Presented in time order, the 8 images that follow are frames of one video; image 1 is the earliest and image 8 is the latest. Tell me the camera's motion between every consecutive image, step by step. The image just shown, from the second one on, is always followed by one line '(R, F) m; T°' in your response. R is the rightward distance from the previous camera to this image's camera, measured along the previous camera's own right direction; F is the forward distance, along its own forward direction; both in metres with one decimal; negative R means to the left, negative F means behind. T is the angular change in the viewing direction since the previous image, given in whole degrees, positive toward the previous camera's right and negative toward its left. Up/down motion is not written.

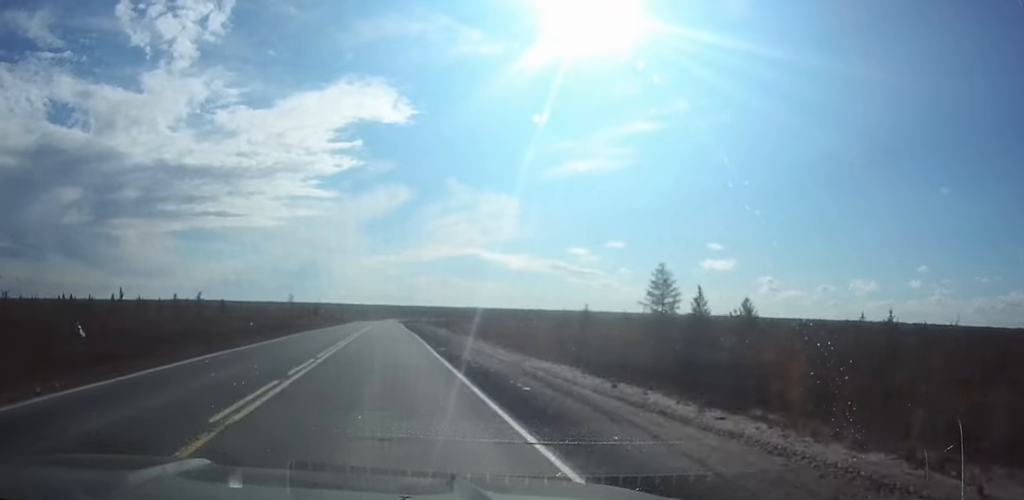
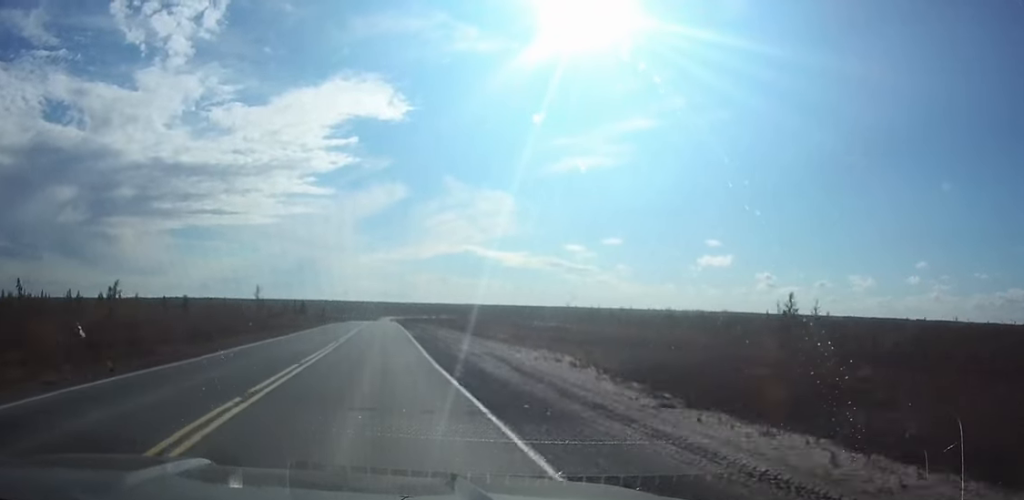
(+0.1, +45.3) m; 0°
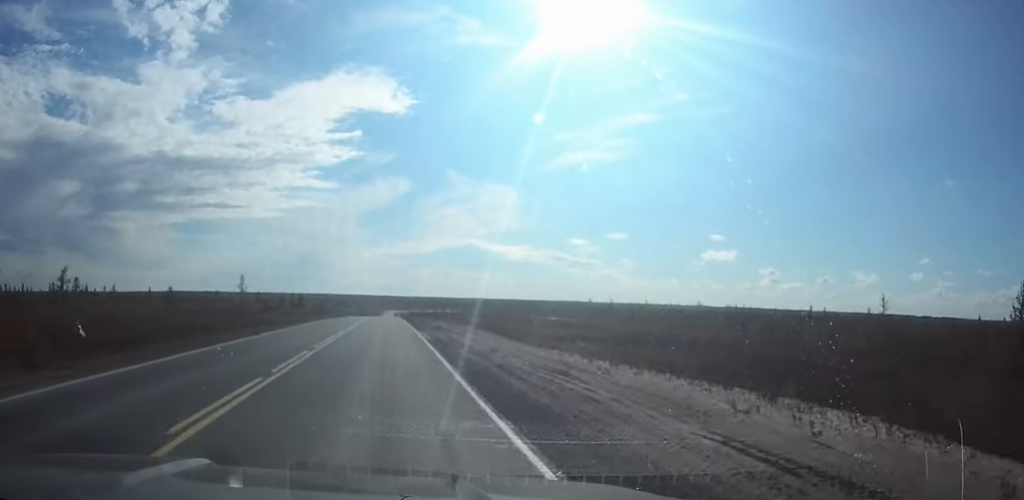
(0.0, +18.6) m; 0°
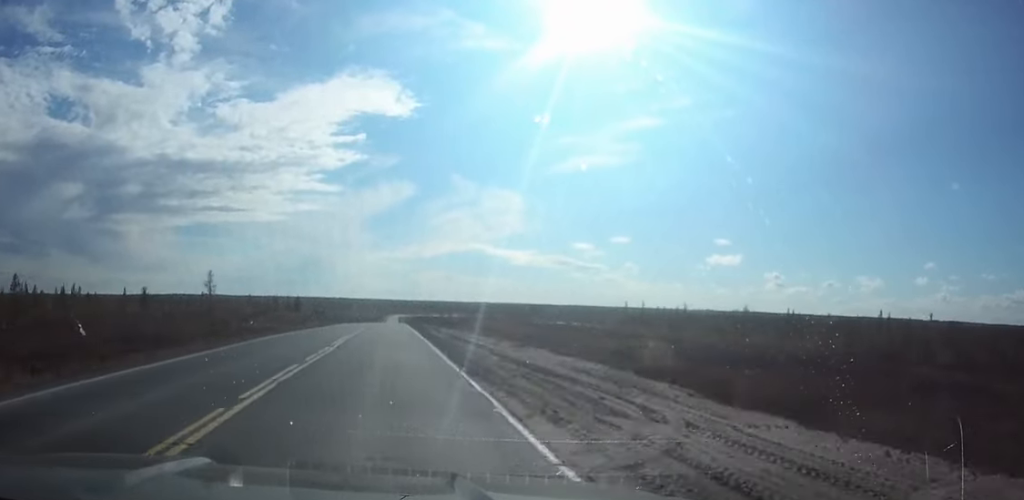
(-0.1, +25.6) m; 0°
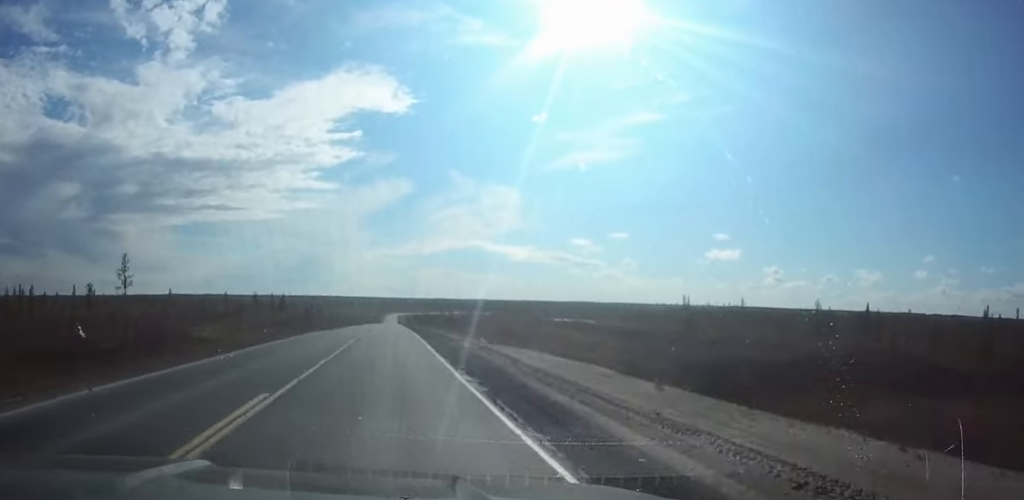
(0.0, +36.4) m; 0°
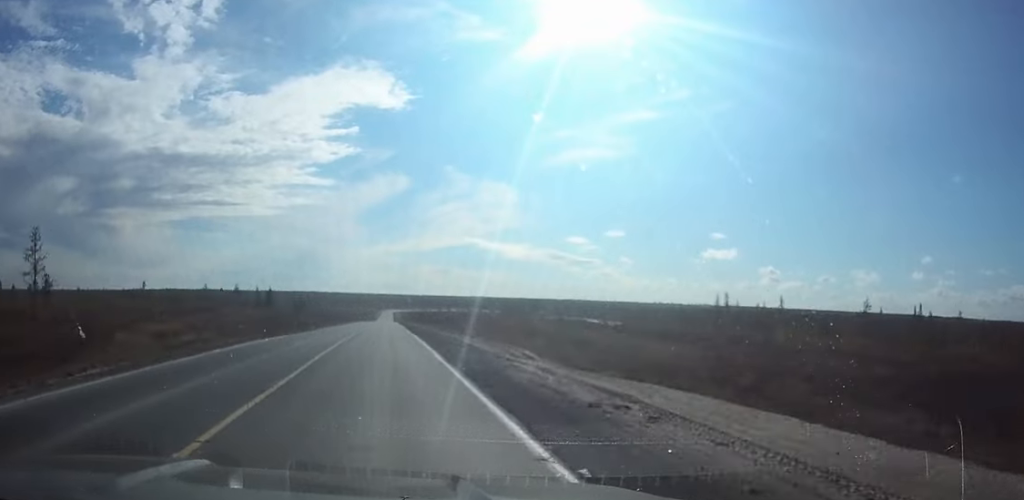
(0.0, +20.8) m; 0°
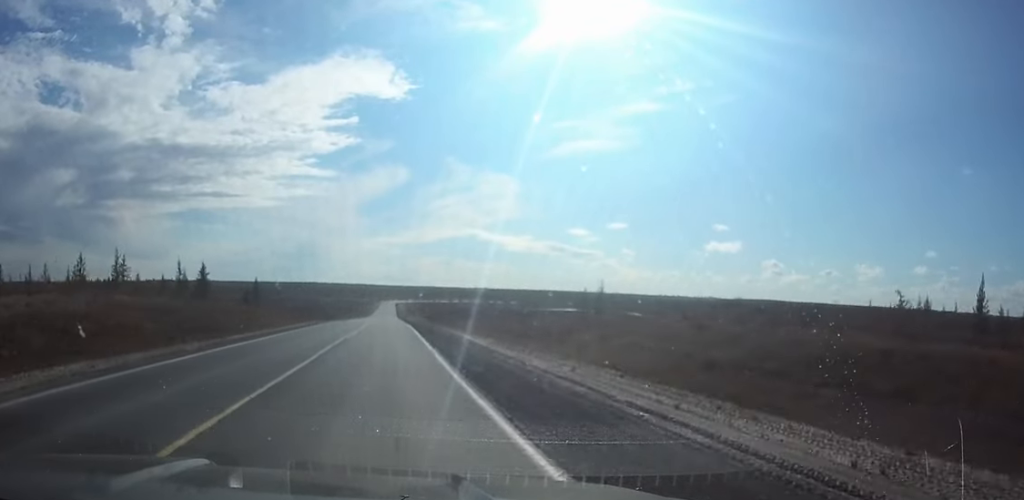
(+0.2, +89.9) m; 0°
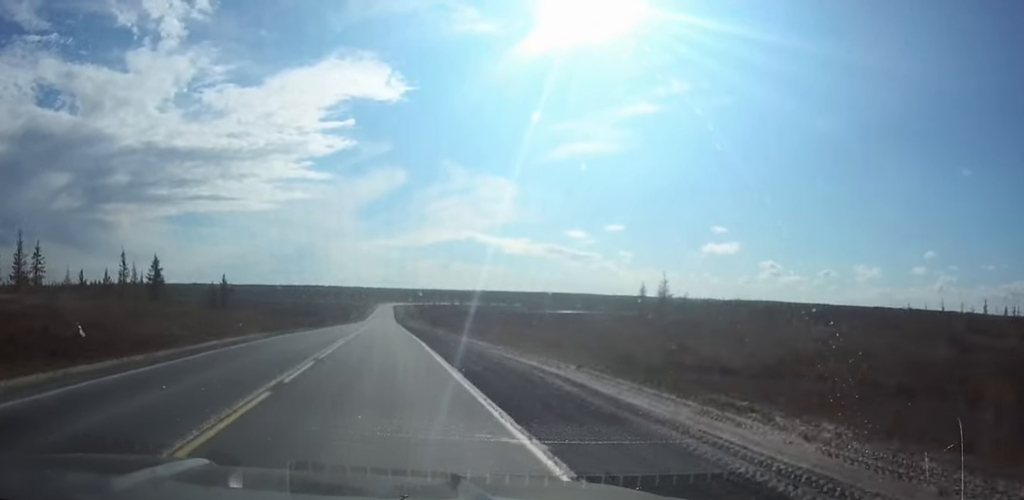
(0.0, +29.5) m; 0°
